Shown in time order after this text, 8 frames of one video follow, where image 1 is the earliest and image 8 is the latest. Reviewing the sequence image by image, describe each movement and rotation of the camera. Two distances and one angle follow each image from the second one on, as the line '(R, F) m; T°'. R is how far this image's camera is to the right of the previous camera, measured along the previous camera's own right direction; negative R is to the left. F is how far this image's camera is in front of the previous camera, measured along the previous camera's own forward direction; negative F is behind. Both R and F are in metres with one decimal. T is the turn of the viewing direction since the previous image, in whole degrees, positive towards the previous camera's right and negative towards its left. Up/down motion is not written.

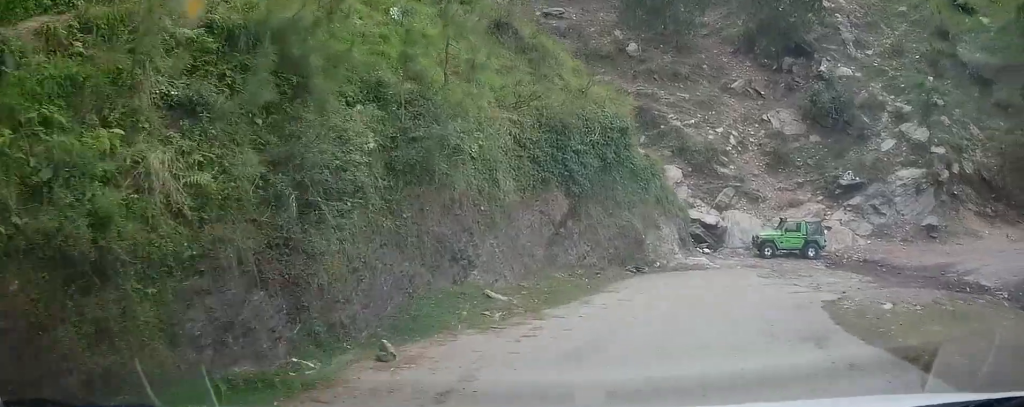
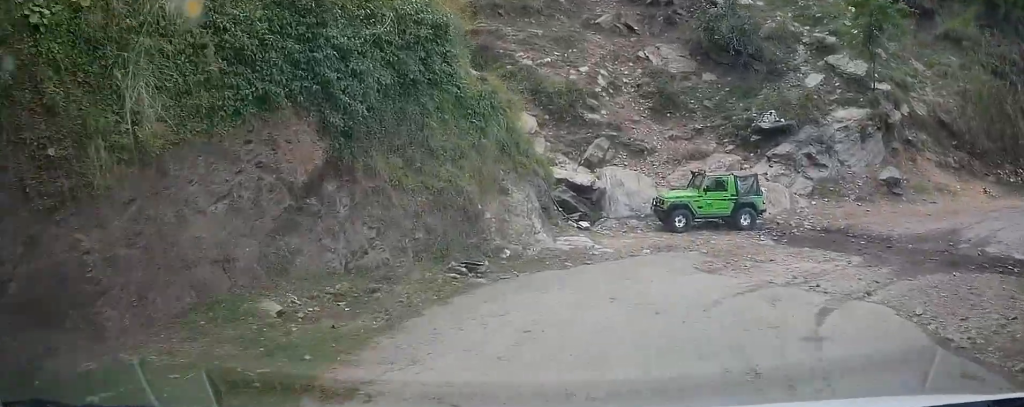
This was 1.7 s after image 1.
(+0.8, +6.9) m; +8°
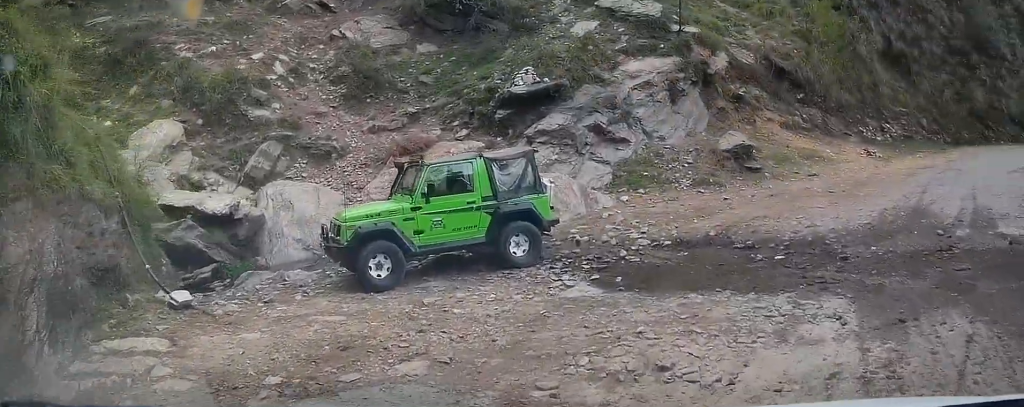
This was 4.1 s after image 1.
(+0.7, +7.9) m; +21°
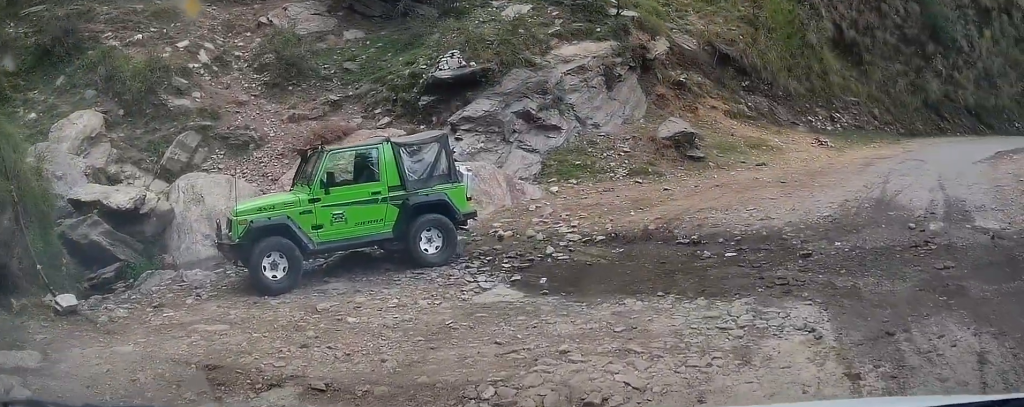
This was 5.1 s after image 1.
(+0.7, +1.7) m; +15°
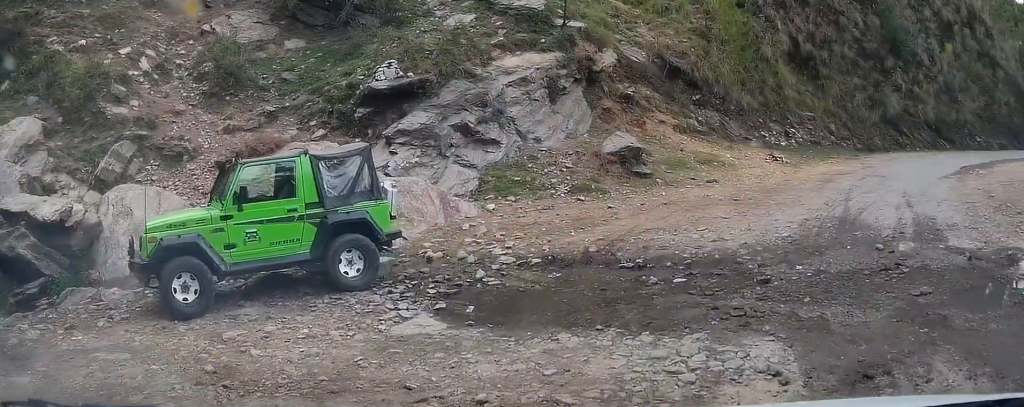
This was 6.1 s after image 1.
(+0.3, +2.0) m; +17°
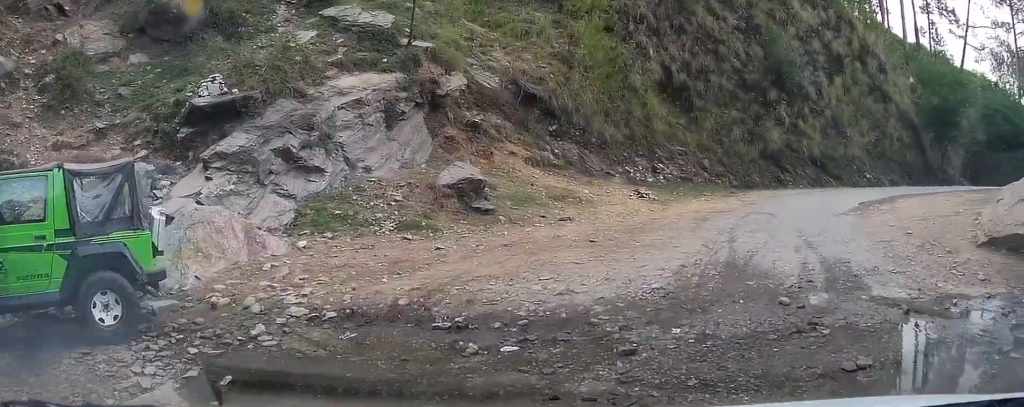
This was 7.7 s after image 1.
(+0.4, +2.3) m; +6°
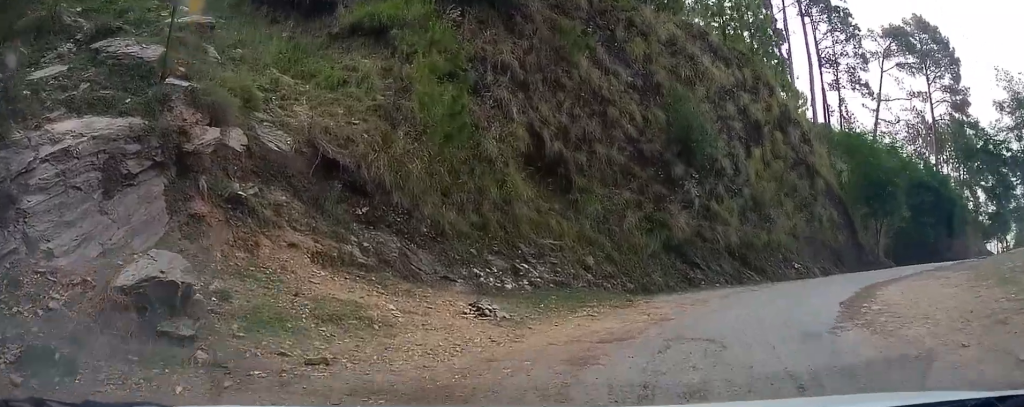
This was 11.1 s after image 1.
(+0.6, +7.4) m; +16°
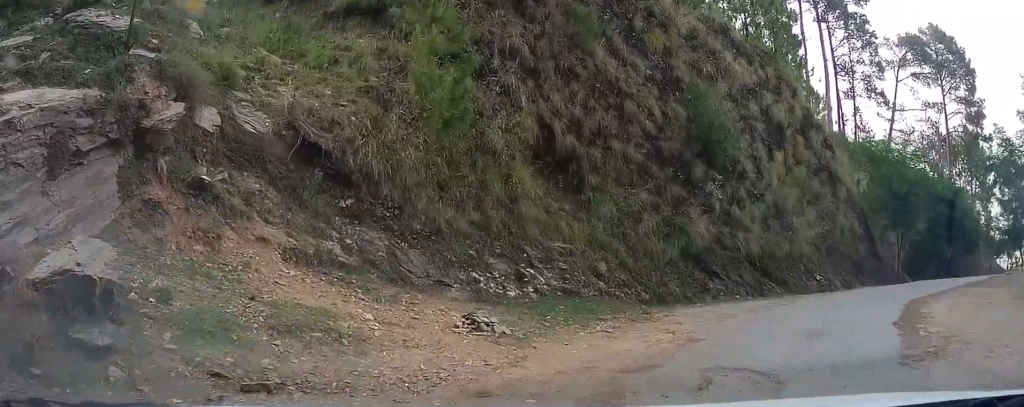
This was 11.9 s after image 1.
(-0.1, +2.2) m; +7°
